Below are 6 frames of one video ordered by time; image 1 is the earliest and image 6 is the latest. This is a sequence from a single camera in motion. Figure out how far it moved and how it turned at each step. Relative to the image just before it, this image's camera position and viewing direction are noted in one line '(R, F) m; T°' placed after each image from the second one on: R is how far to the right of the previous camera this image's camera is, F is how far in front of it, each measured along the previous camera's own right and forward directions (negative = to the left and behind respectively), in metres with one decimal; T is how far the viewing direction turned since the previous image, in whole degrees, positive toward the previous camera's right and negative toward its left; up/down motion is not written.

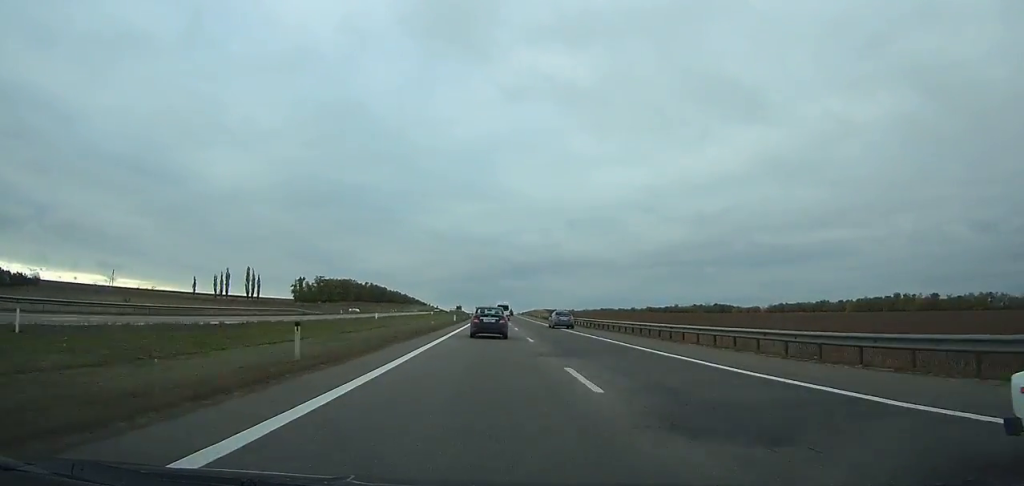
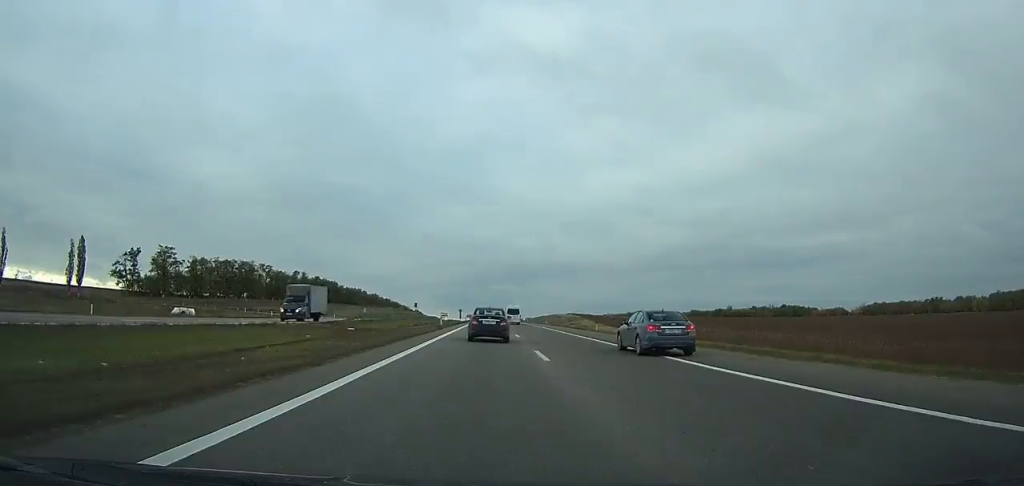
(+0.1, +120.1) m; 0°
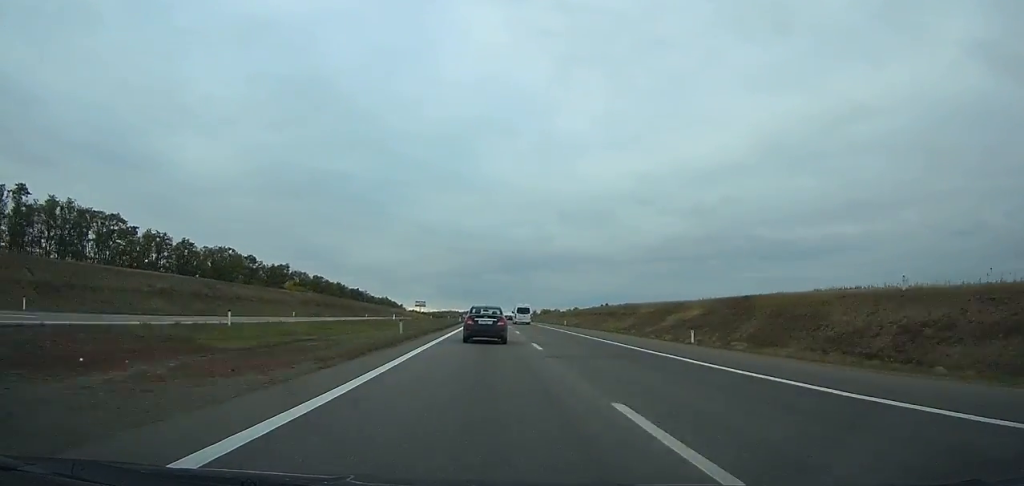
(0.0, +155.5) m; 0°
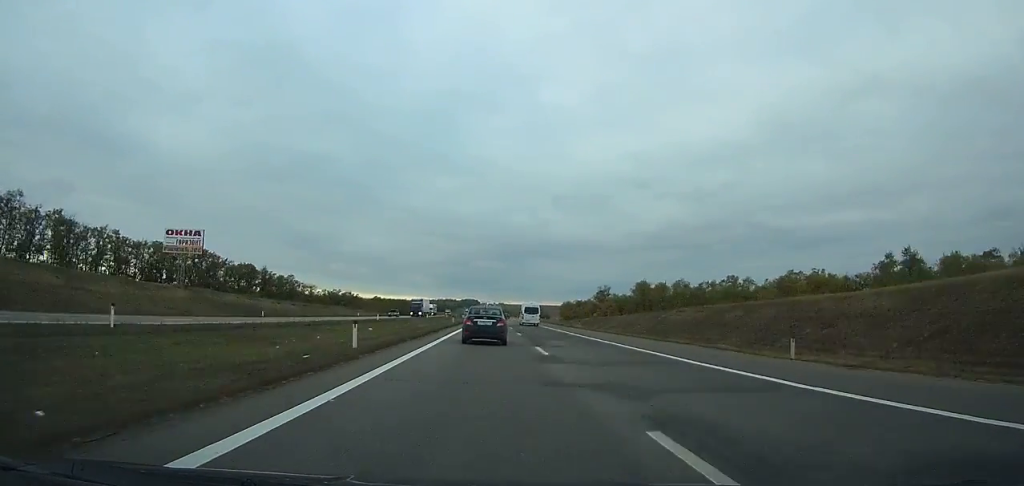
(+0.9, +253.7) m; 0°
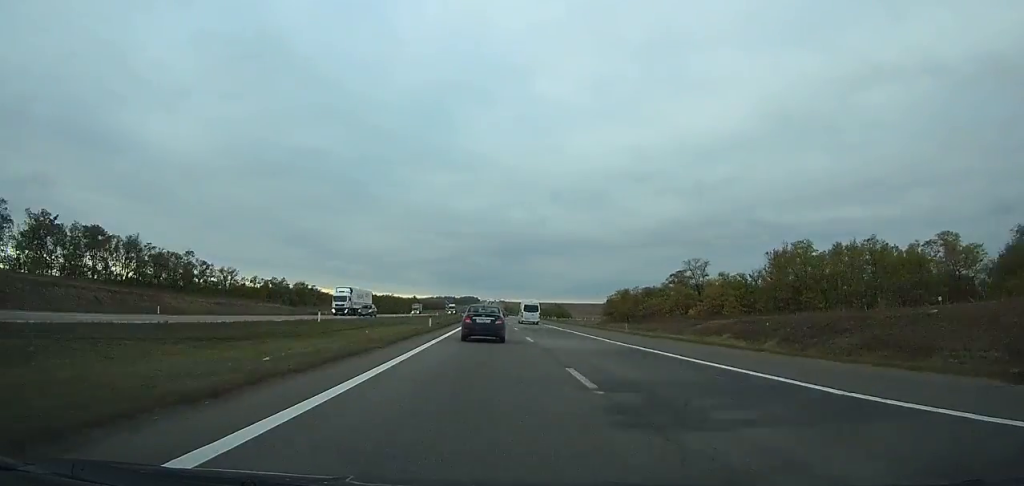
(+0.1, +76.0) m; 0°
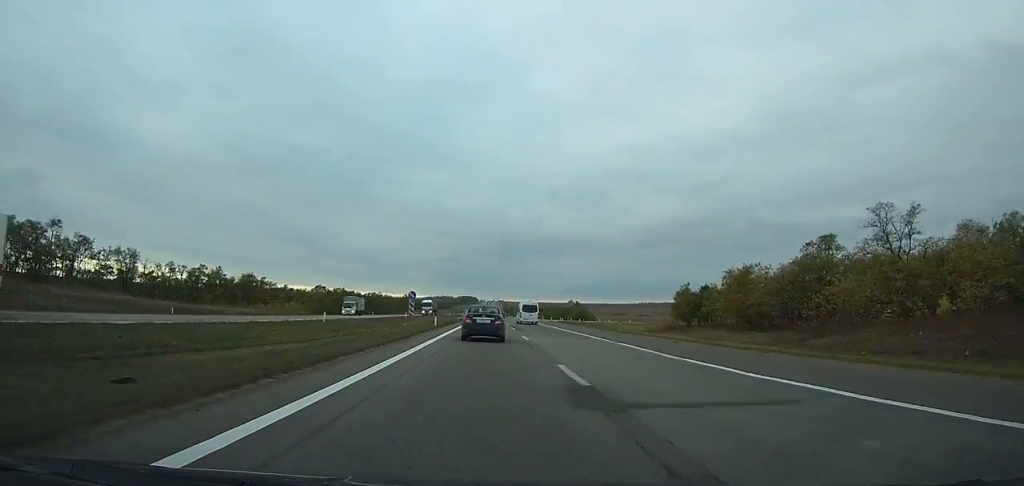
(+0.1, +50.4) m; 0°
